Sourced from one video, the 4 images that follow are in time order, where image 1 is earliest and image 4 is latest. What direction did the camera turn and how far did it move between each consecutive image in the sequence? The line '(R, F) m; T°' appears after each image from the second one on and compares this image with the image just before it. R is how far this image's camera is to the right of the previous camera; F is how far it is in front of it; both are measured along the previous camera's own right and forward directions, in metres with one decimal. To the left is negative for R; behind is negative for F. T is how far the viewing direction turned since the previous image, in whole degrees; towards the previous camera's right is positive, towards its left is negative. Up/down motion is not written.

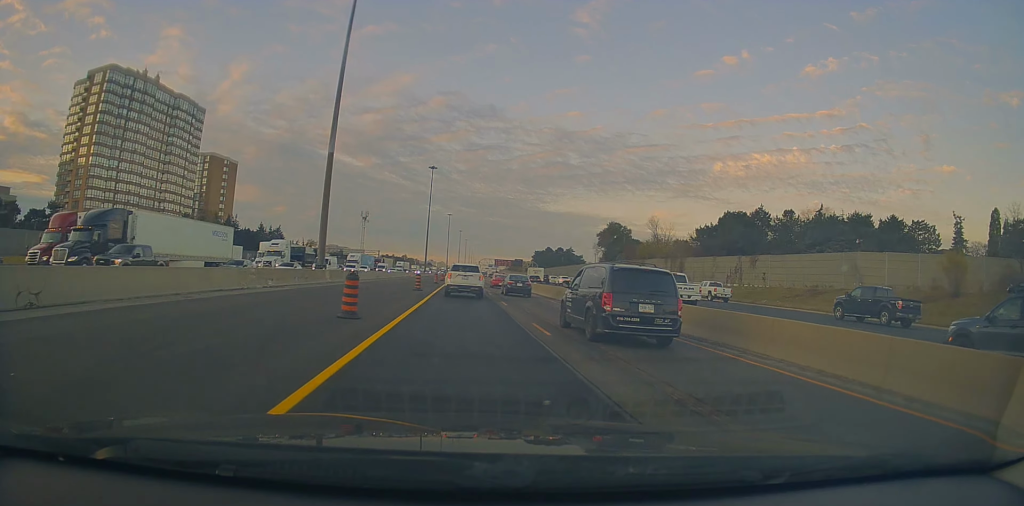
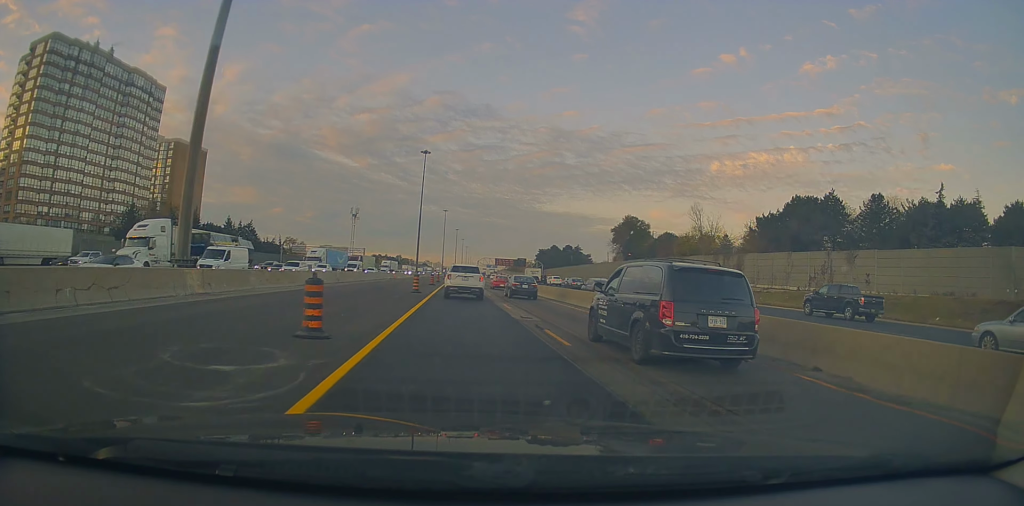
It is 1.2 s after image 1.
(-0.1, +25.8) m; -1°
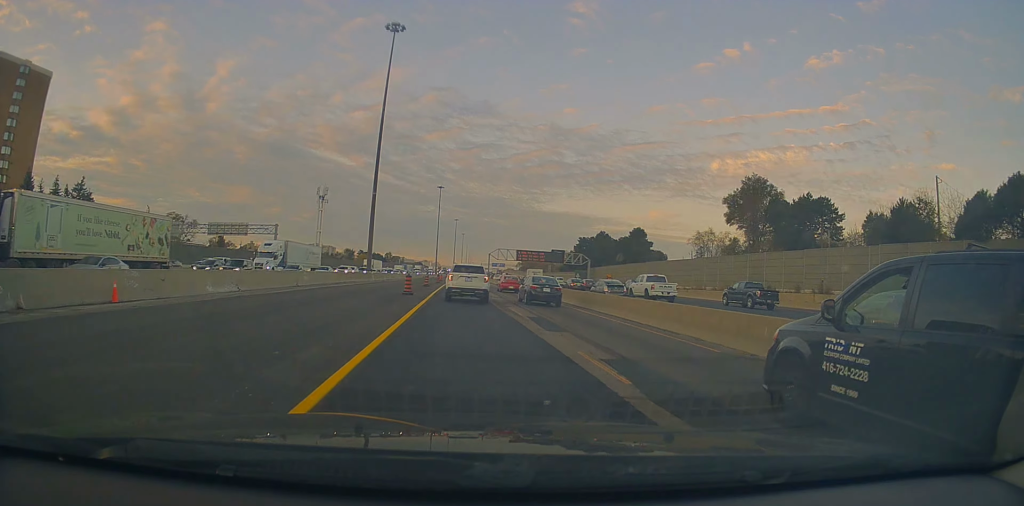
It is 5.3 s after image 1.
(+0.6, +87.4) m; 0°
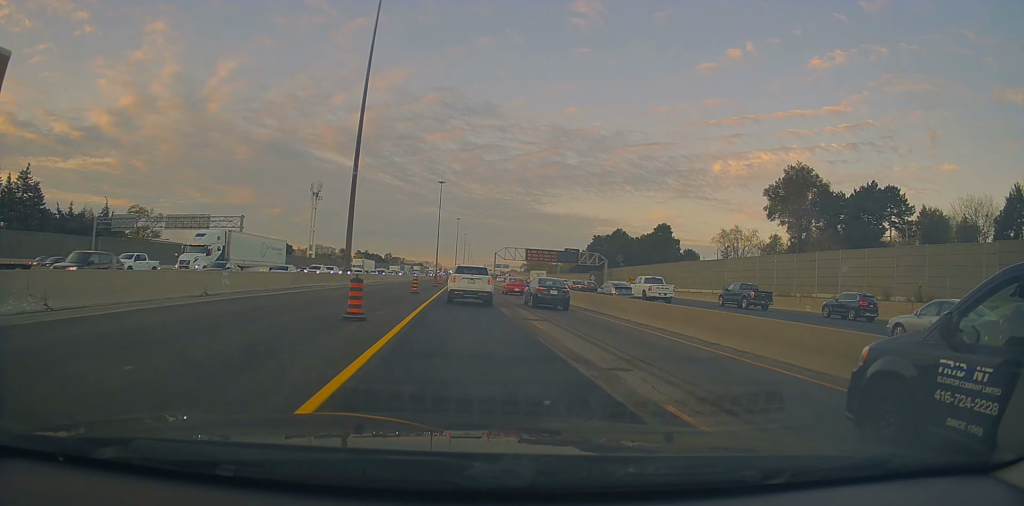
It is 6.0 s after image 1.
(+0.8, +16.2) m; +1°
